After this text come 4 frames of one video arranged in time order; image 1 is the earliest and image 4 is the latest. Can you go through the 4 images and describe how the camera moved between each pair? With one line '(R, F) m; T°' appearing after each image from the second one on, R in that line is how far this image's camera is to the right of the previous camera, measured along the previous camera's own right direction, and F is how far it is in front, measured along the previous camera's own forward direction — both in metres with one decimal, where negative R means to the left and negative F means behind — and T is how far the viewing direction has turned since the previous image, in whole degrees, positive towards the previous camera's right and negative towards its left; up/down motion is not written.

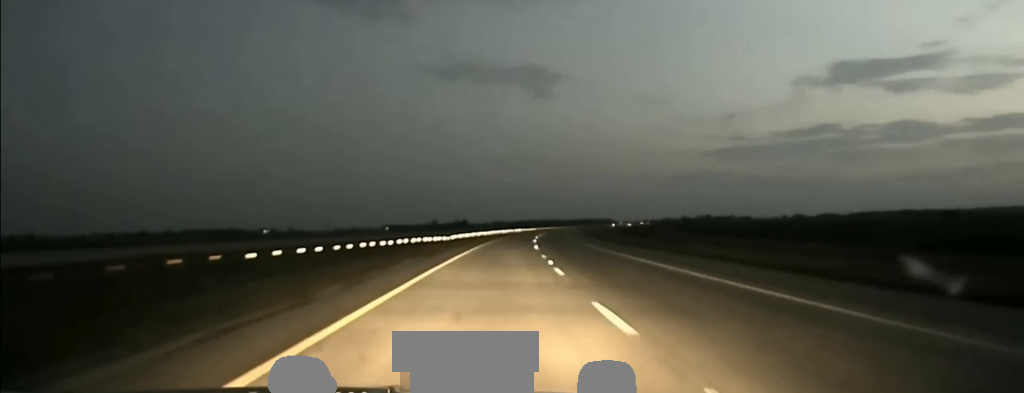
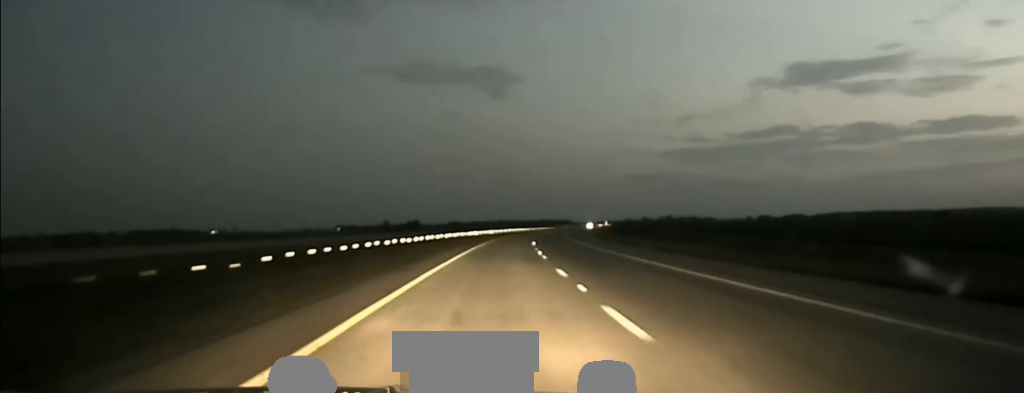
(+2.1, +92.7) m; +2°
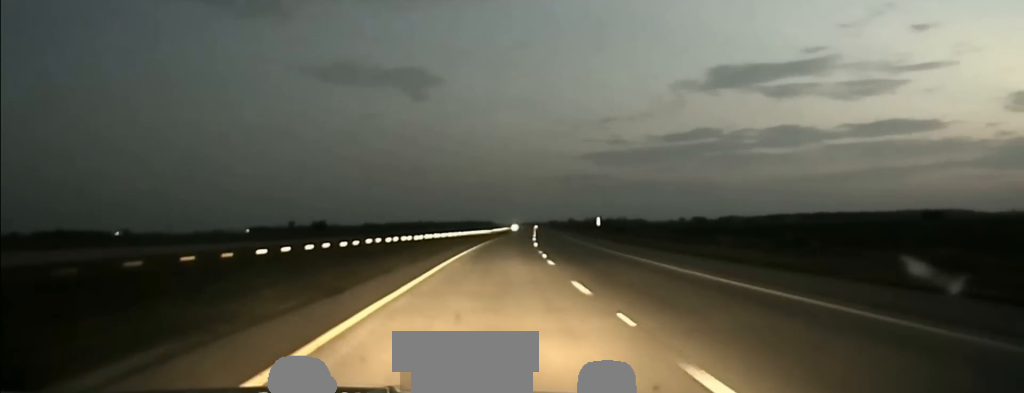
(+6.6, +154.3) m; +5°
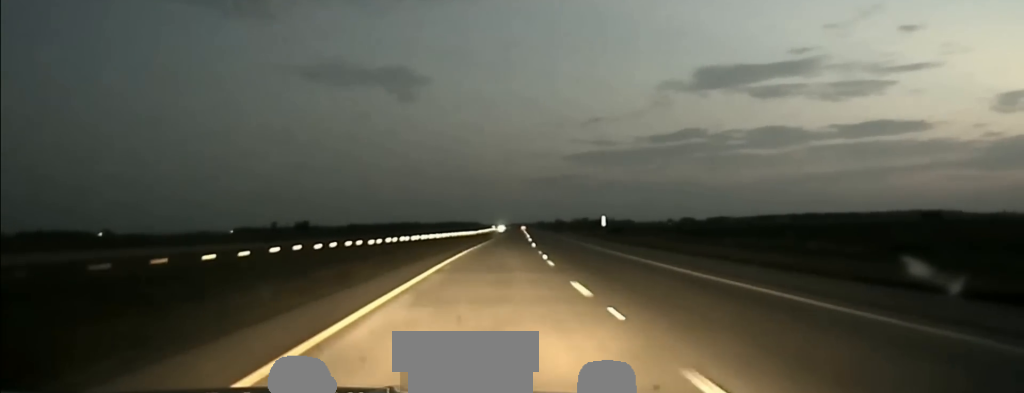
(+0.1, +23.0) m; +1°
